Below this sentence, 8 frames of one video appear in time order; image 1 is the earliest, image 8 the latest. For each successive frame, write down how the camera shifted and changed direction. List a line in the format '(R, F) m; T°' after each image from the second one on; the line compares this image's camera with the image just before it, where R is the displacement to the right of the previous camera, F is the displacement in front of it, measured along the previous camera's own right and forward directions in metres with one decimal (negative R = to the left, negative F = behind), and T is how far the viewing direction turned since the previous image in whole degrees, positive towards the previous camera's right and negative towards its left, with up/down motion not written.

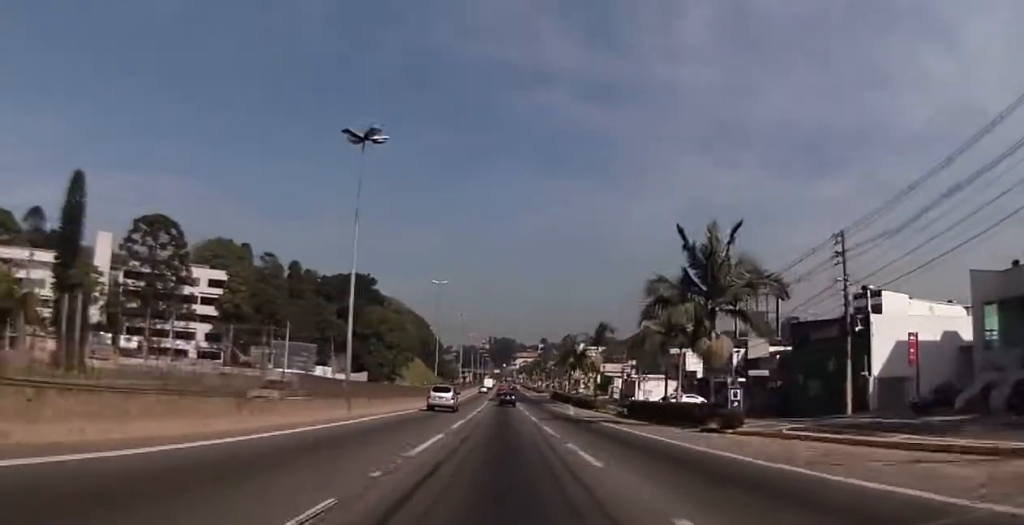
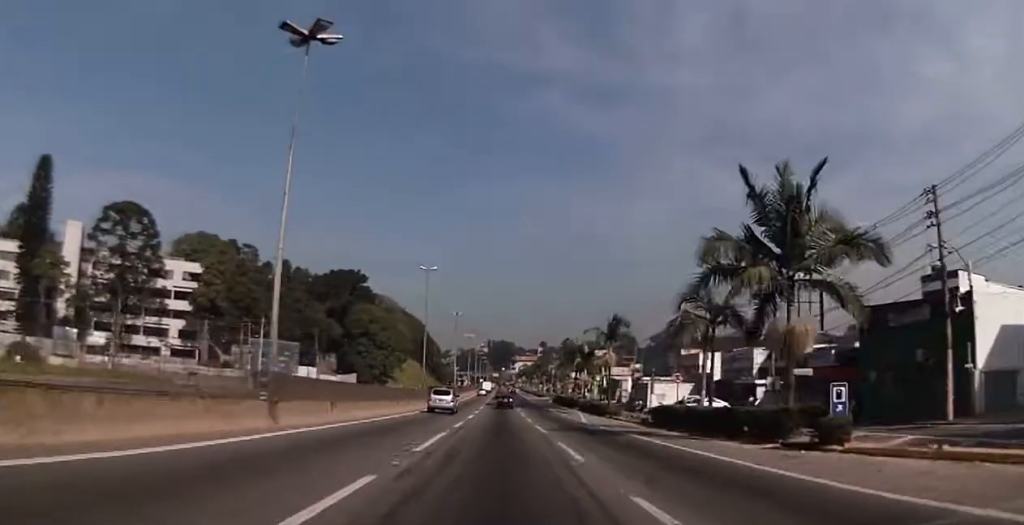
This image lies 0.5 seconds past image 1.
(0.0, +10.3) m; 0°
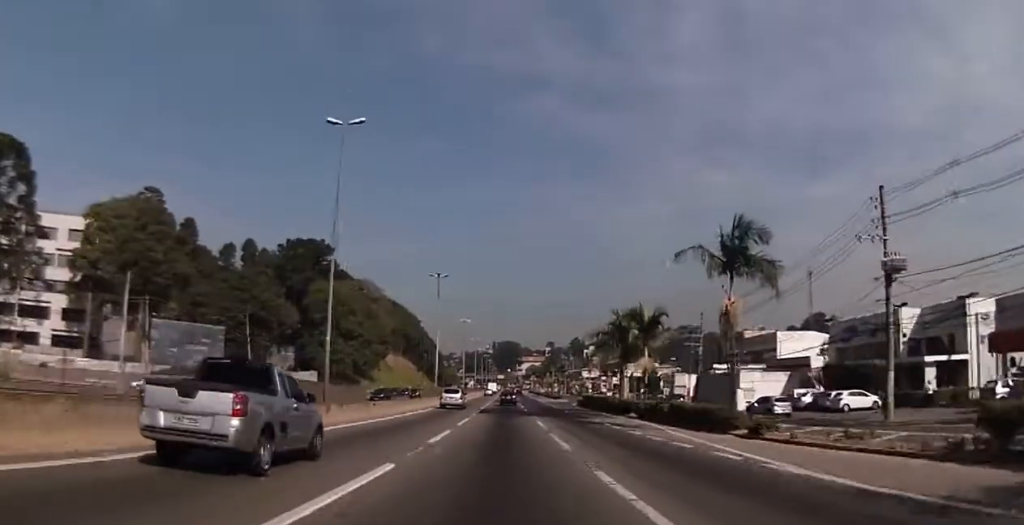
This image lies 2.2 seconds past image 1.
(+0.3, +33.0) m; +1°
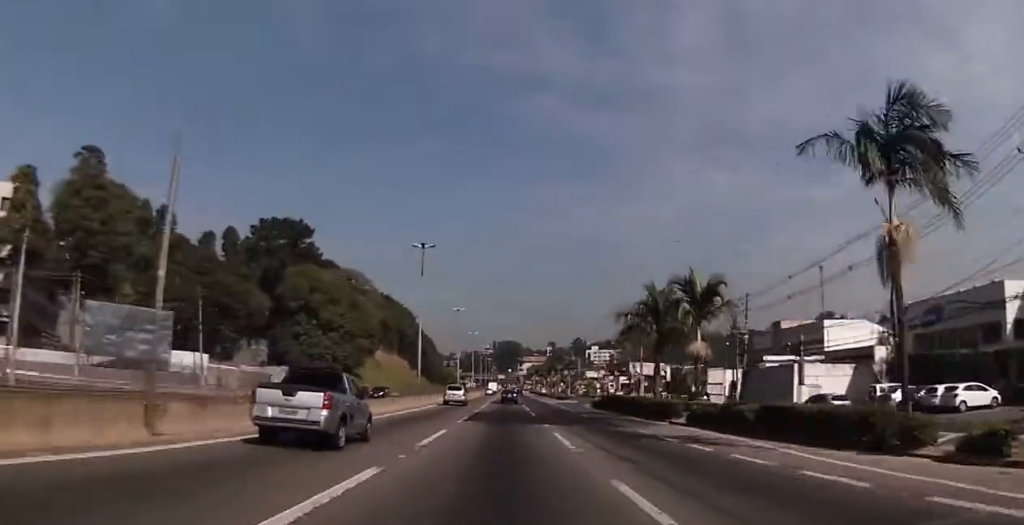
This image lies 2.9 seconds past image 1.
(+0.1, +12.5) m; 0°
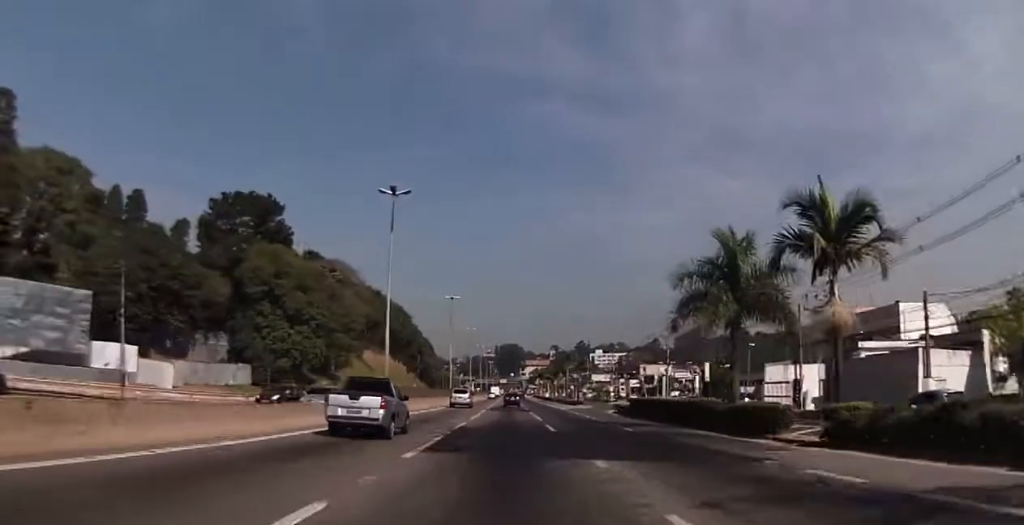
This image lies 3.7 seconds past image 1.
(-0.2, +13.0) m; -1°
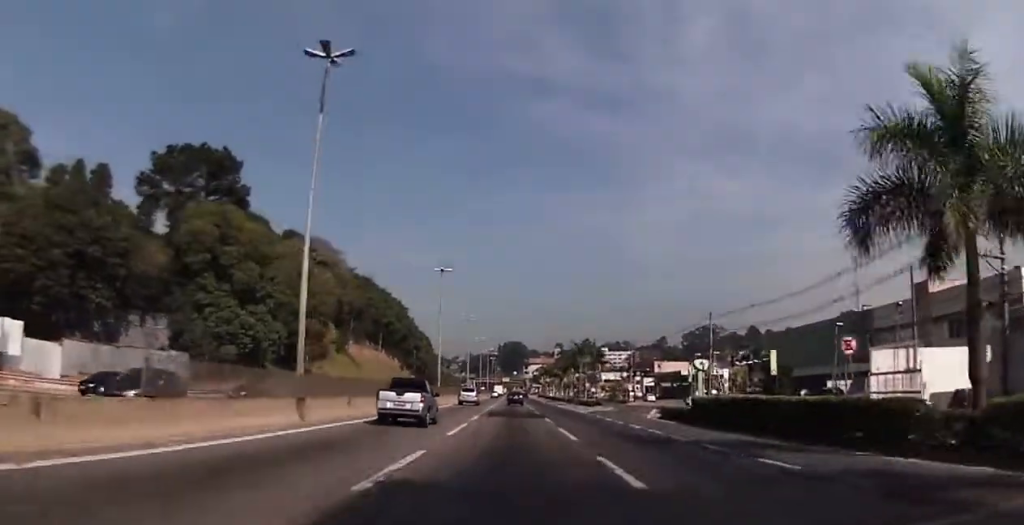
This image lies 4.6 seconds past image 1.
(-0.1, +14.0) m; 0°
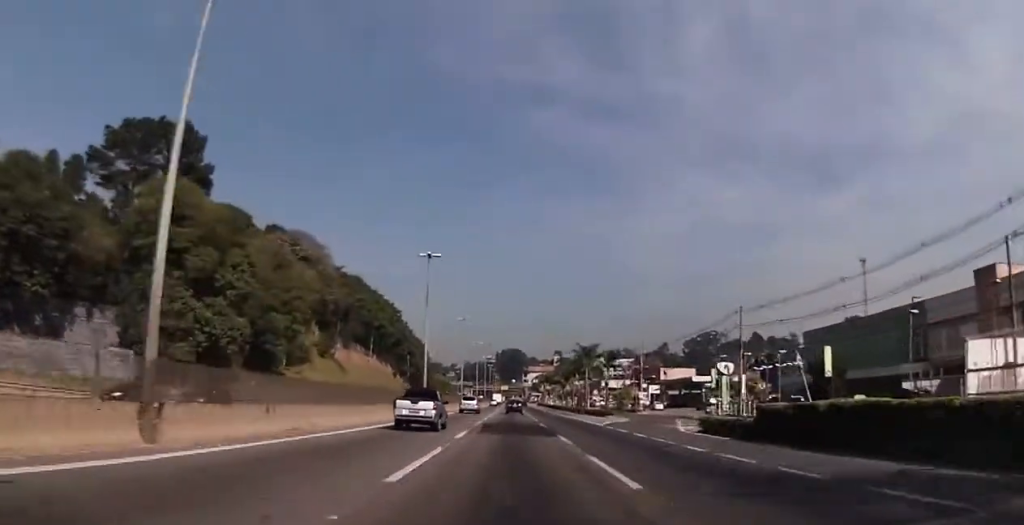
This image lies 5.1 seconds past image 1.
(0.0, +8.2) m; 0°
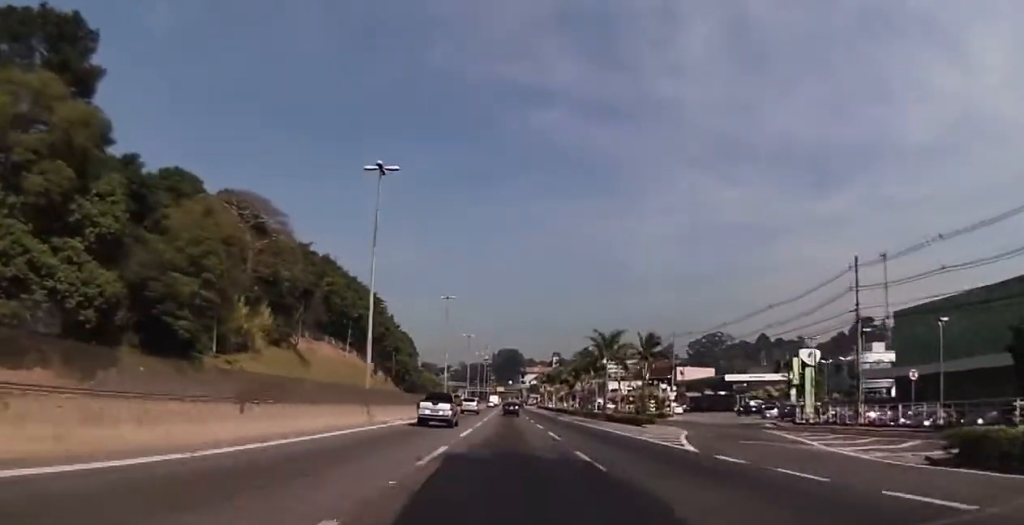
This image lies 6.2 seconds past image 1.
(+0.1, +19.3) m; 0°
